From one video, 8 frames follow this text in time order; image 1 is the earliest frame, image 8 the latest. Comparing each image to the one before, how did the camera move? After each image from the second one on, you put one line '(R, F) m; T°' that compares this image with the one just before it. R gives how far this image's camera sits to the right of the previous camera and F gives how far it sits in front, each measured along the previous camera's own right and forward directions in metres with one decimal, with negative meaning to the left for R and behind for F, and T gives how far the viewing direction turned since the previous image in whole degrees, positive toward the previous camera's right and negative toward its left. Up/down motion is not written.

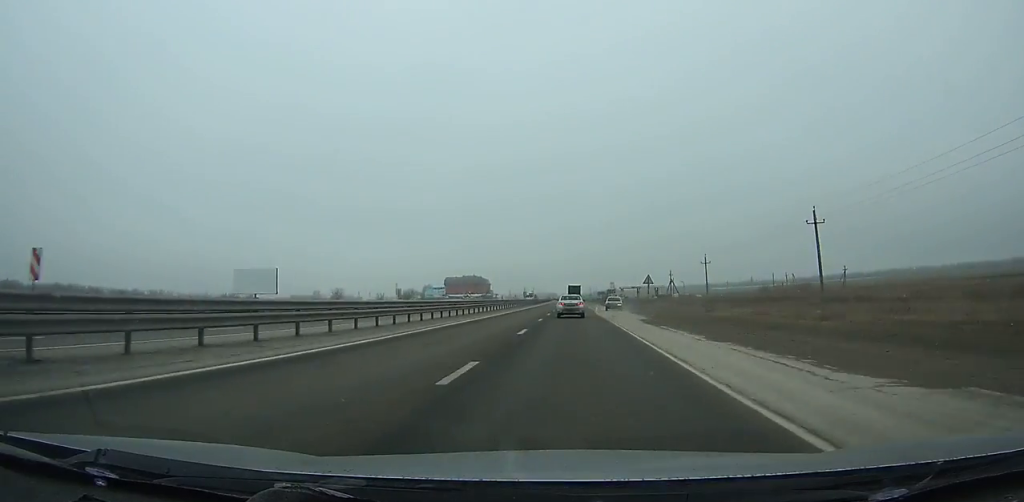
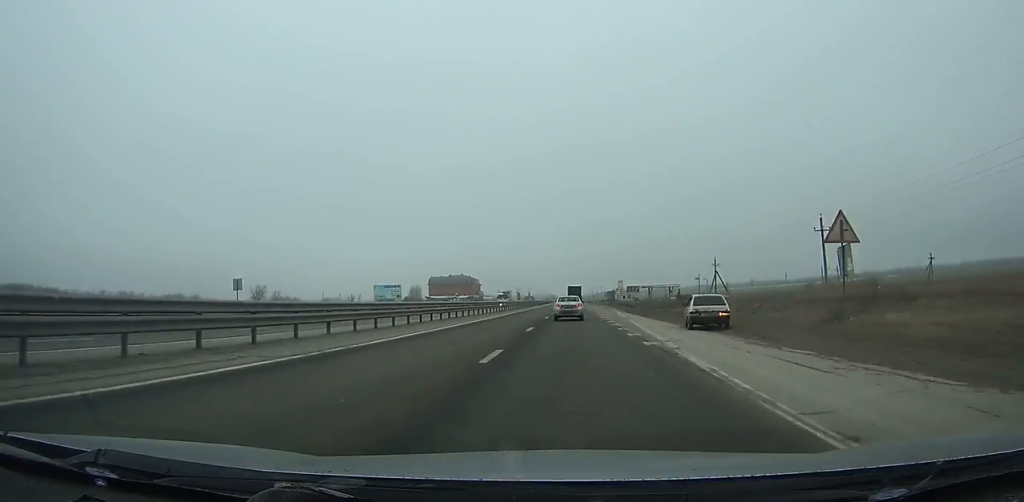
(-0.1, +45.0) m; 0°
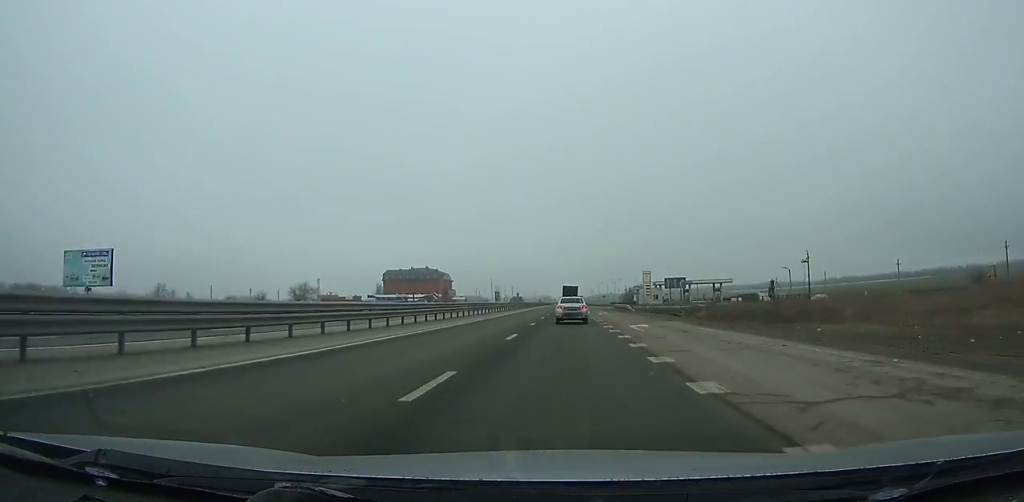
(0.0, +84.3) m; 0°
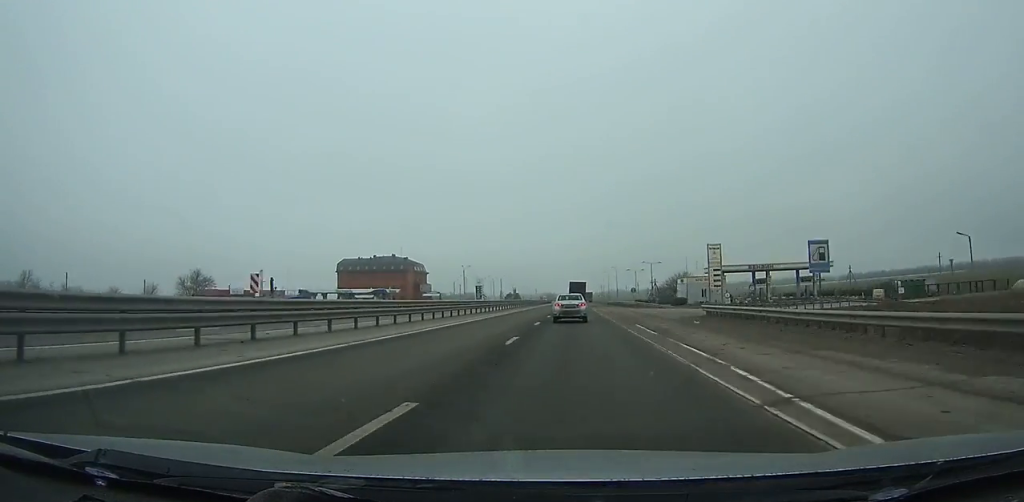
(0.0, +61.9) m; 0°
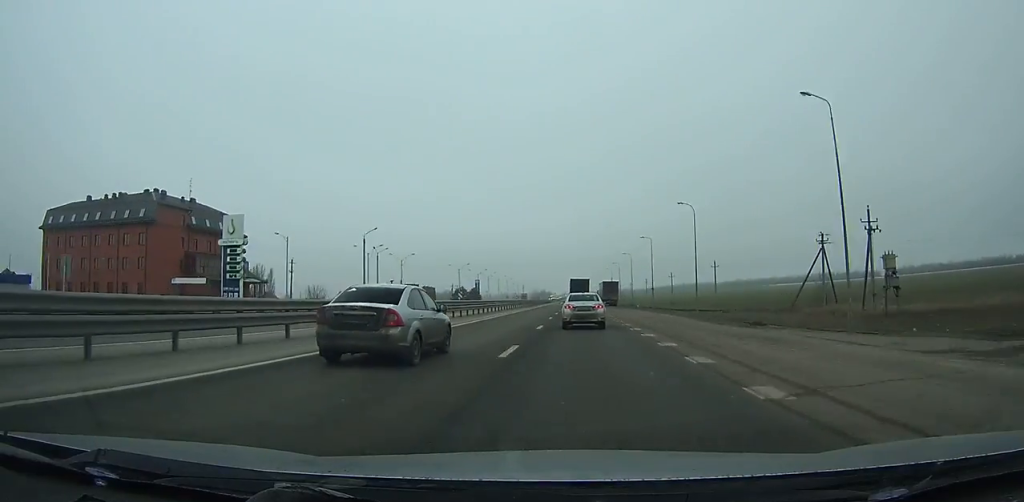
(-0.2, +132.8) m; 0°
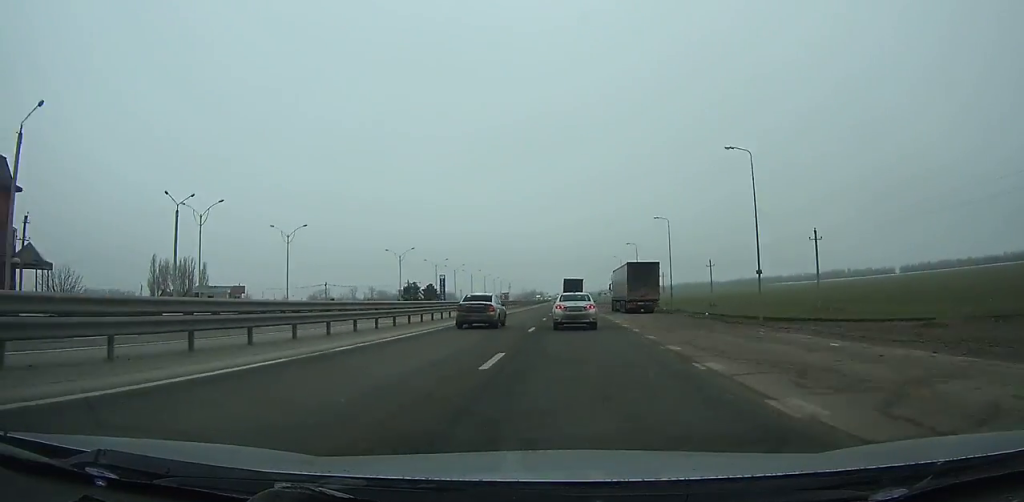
(+0.3, +49.4) m; 0°
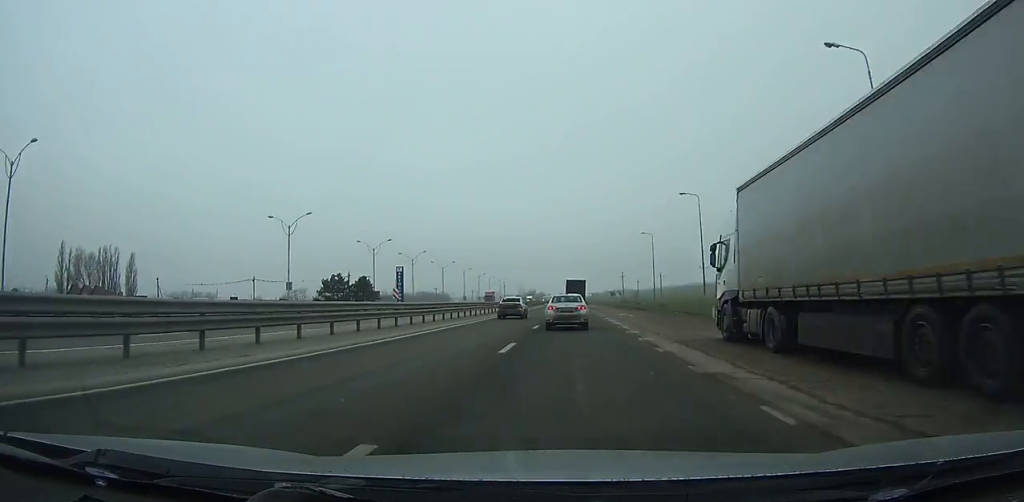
(+0.1, +45.0) m; 0°
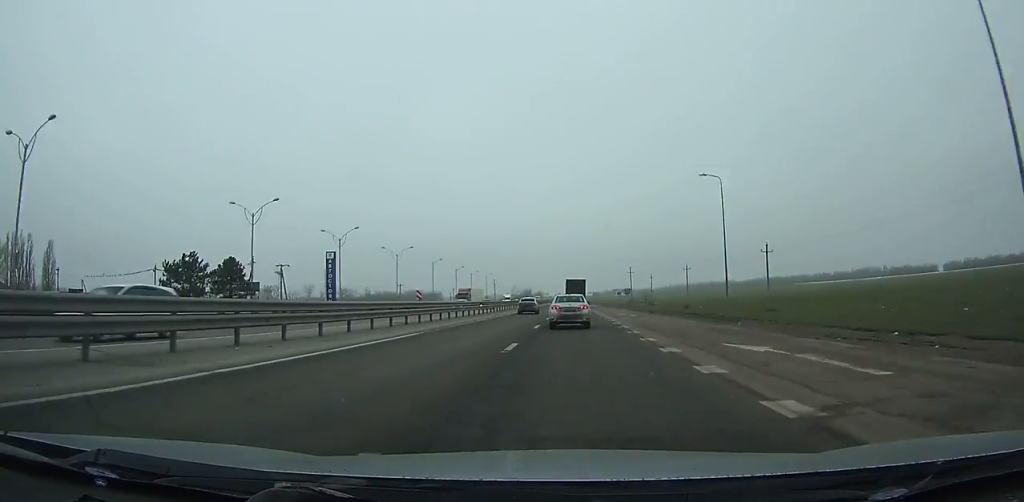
(0.0, +36.3) m; 0°
